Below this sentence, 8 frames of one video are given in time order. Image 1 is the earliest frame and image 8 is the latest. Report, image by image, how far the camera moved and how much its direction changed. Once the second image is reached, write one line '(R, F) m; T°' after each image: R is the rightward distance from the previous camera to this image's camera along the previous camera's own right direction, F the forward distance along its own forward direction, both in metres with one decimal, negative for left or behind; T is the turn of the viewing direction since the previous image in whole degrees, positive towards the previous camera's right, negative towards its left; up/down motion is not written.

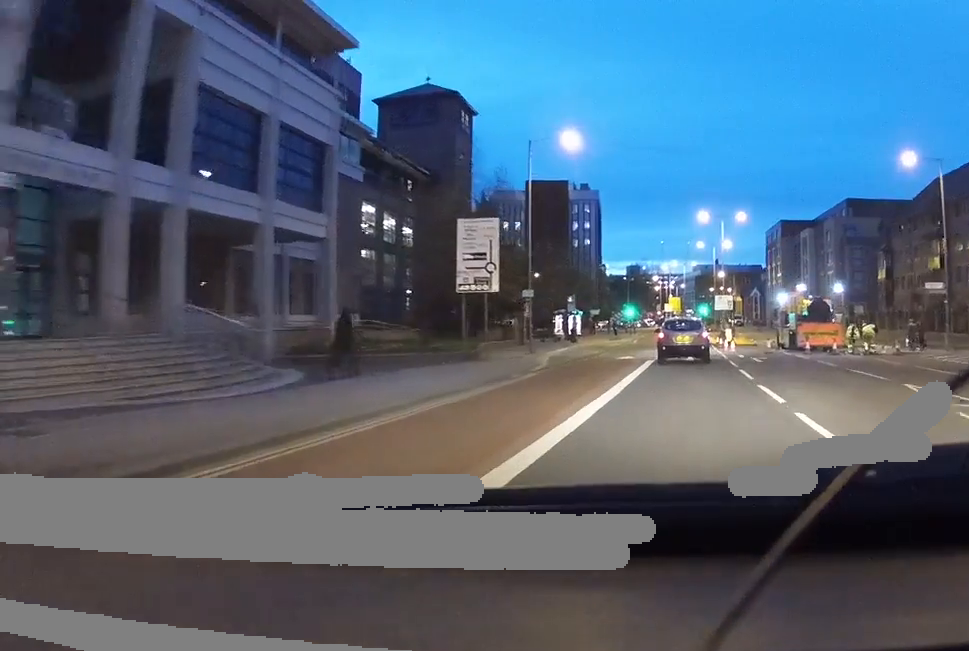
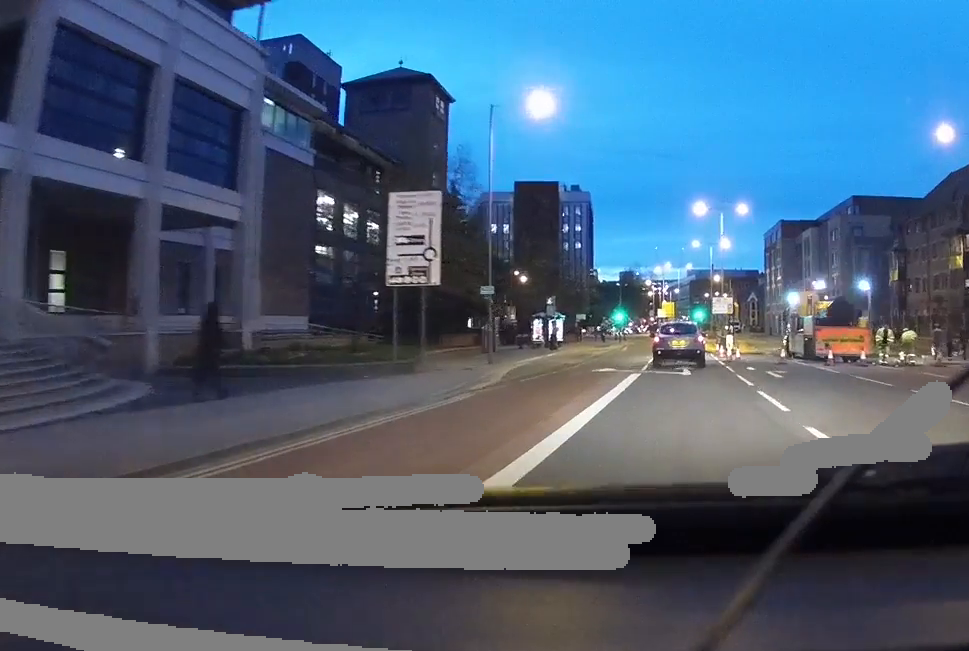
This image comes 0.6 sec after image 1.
(0.0, +7.2) m; 0°
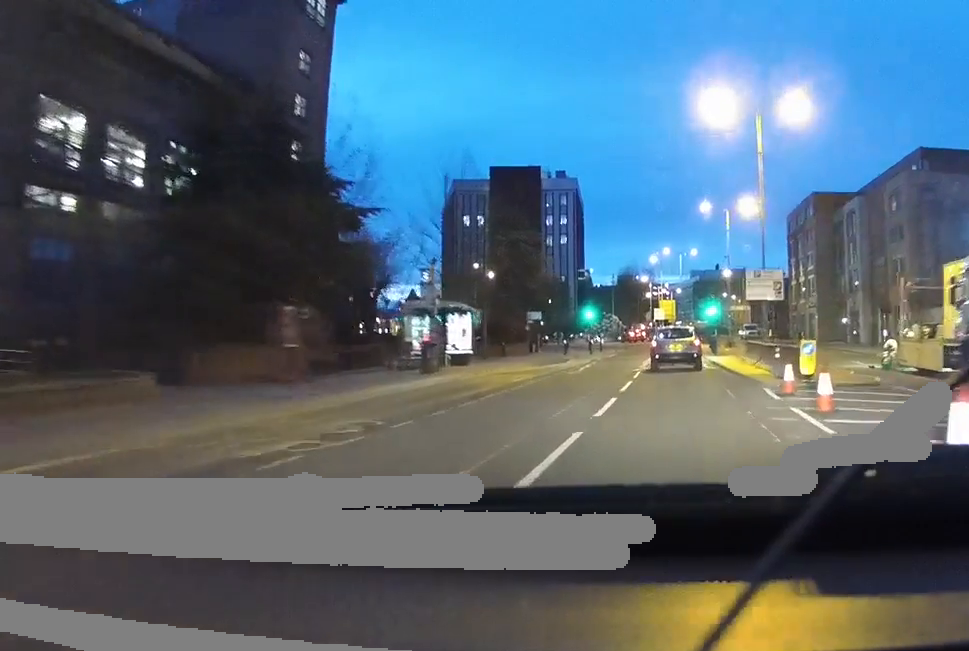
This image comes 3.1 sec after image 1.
(0.0, +27.4) m; 0°
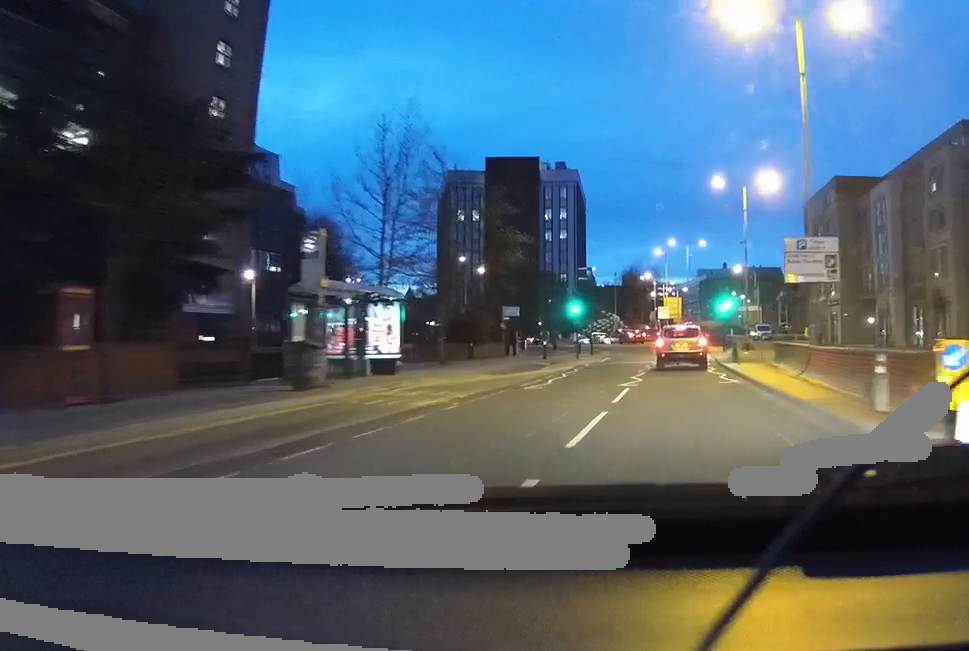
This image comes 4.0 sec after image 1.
(0.0, +9.6) m; 0°
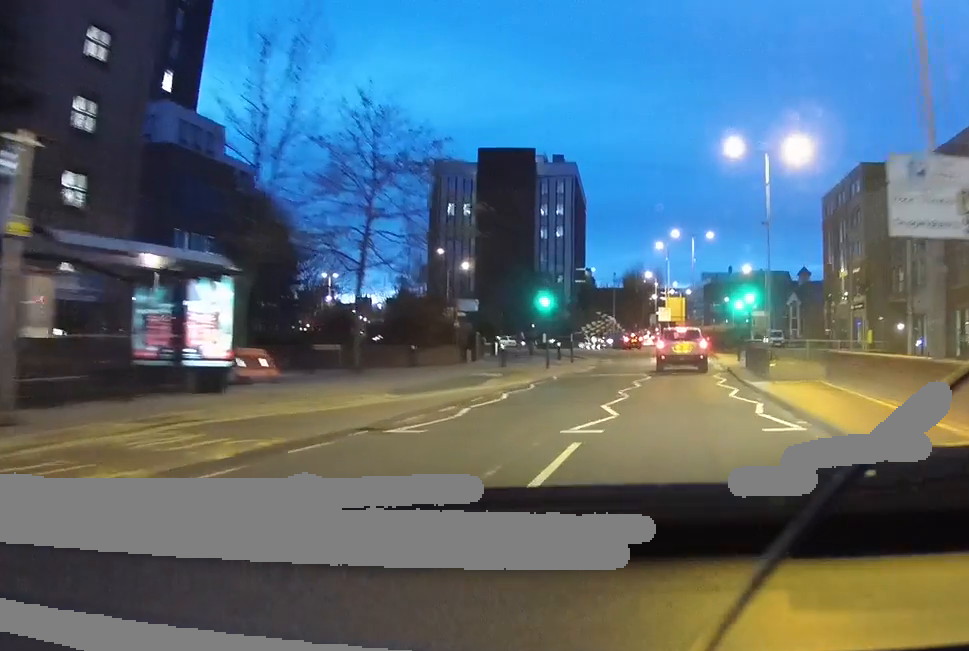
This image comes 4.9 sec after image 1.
(0.0, +10.0) m; 0°
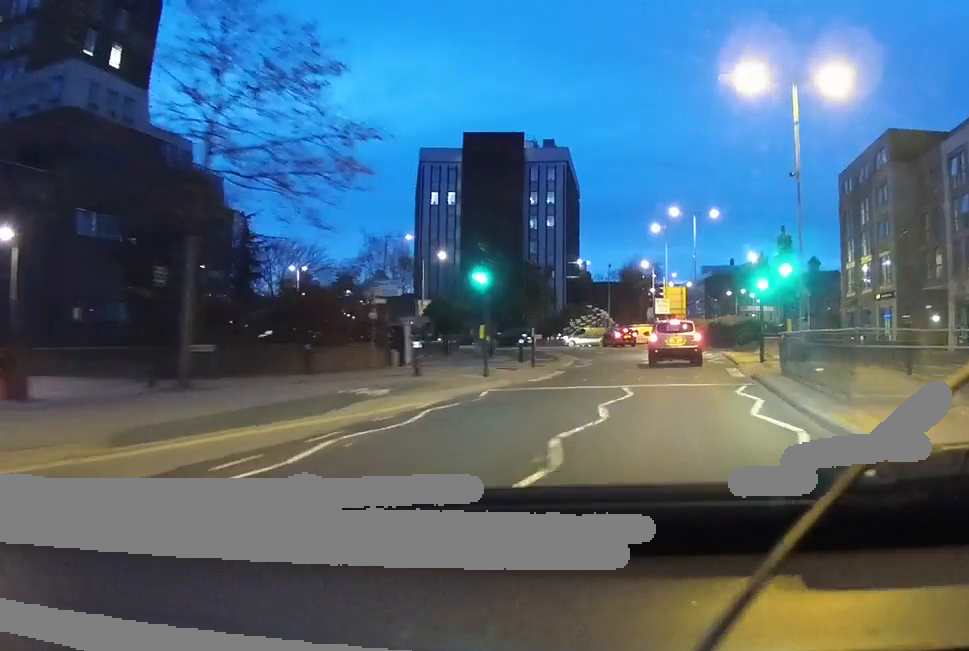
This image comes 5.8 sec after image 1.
(0.0, +10.0) m; 0°
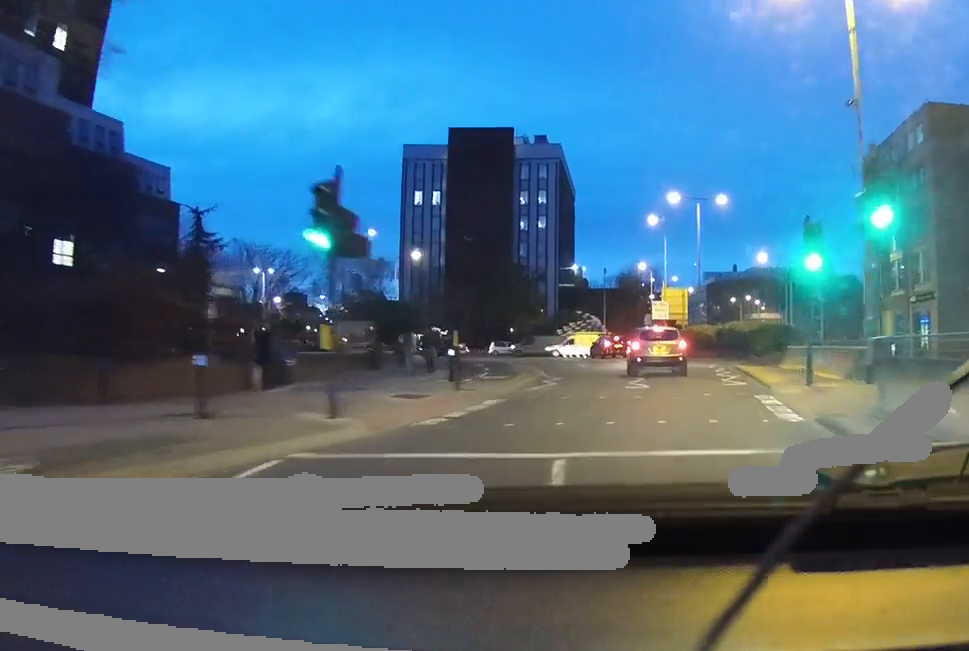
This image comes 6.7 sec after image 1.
(0.0, +10.0) m; 0°
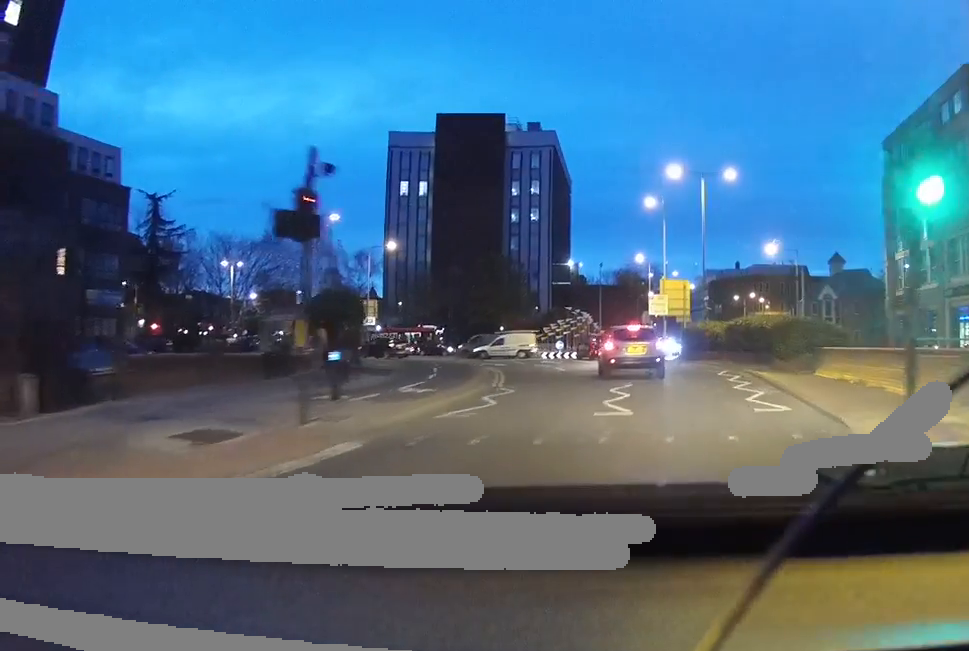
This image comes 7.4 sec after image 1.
(0.0, +8.0) m; 0°
